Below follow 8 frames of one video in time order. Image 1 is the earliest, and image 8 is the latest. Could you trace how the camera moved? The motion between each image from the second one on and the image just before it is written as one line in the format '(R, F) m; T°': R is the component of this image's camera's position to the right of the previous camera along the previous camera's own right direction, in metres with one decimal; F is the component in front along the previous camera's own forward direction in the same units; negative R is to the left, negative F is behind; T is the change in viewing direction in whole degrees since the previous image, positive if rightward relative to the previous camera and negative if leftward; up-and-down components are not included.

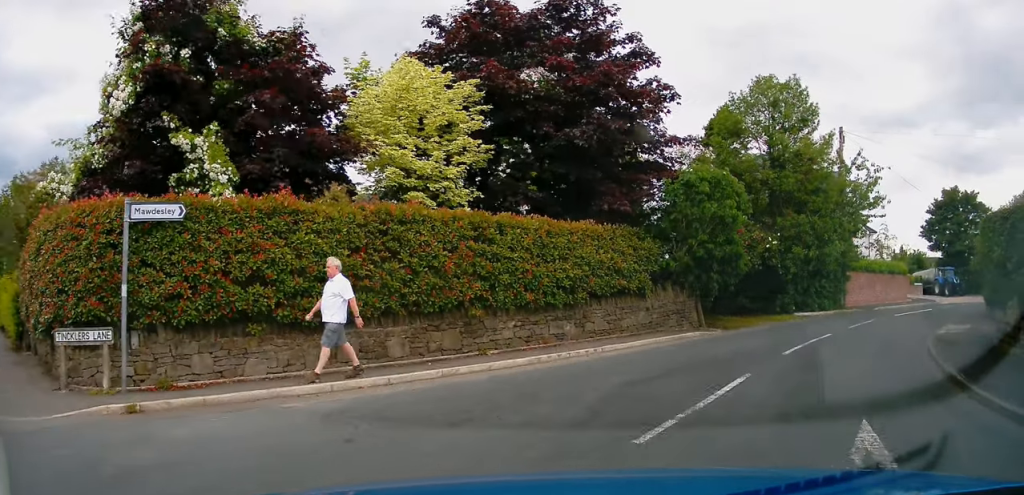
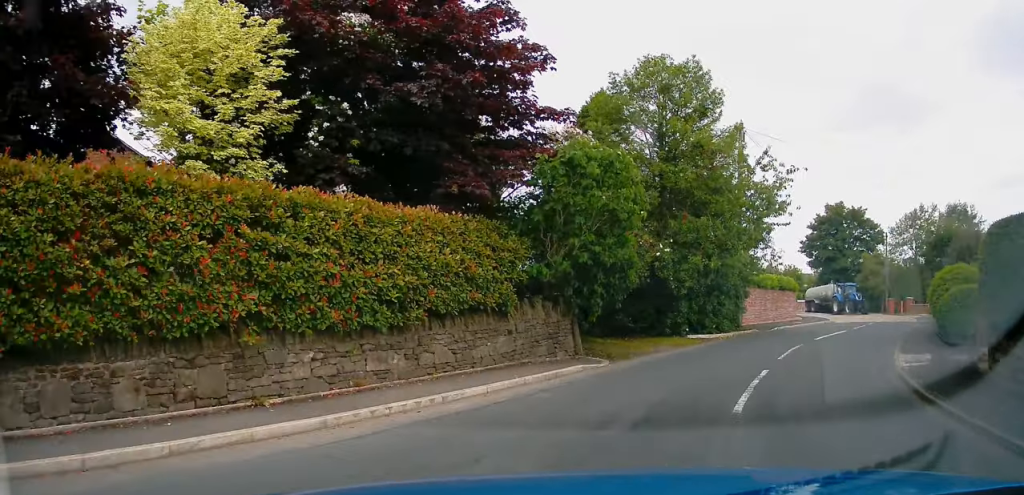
(+0.4, +3.8) m; +14°
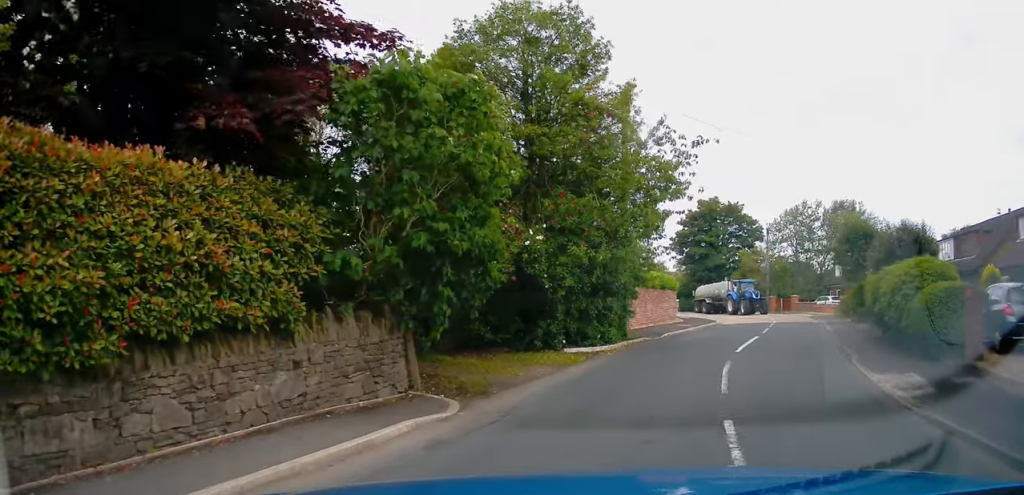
(+0.4, +4.3) m; +15°
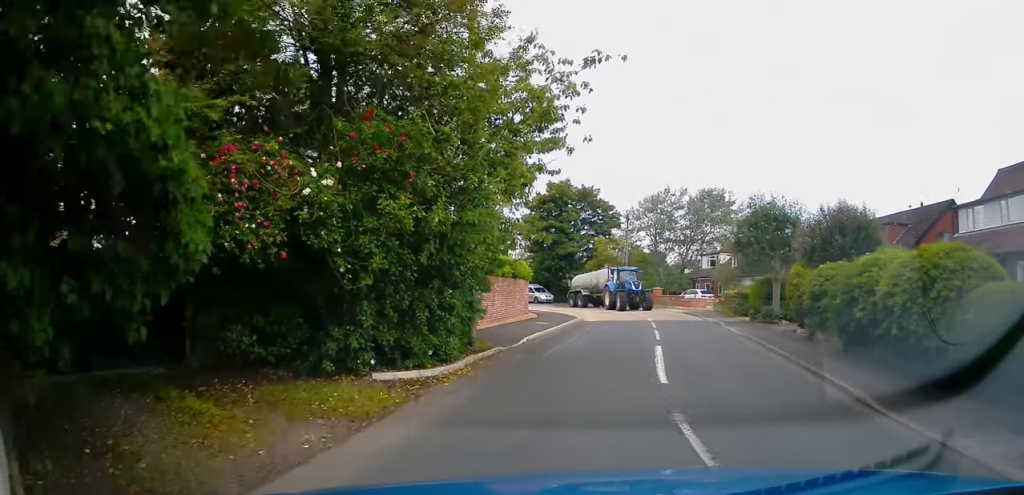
(+1.1, +5.4) m; +15°
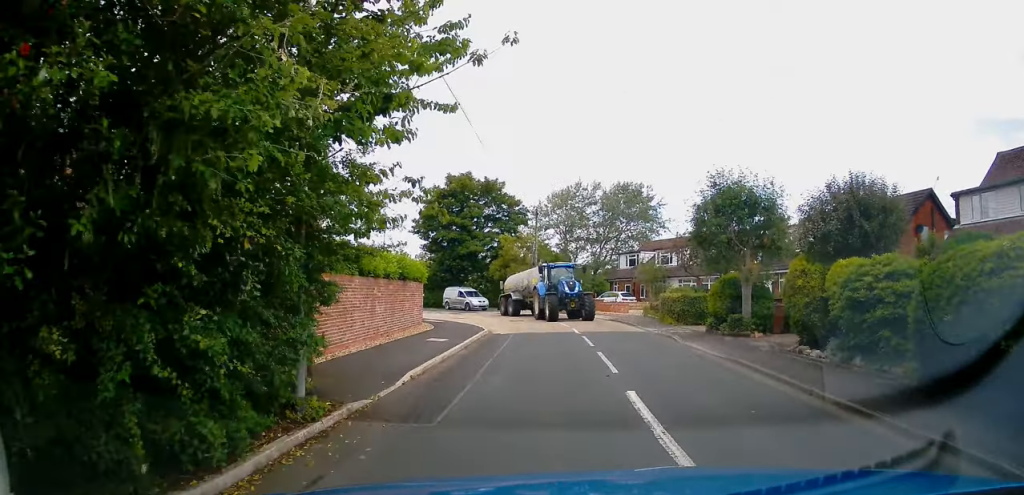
(+0.7, +5.6) m; +8°
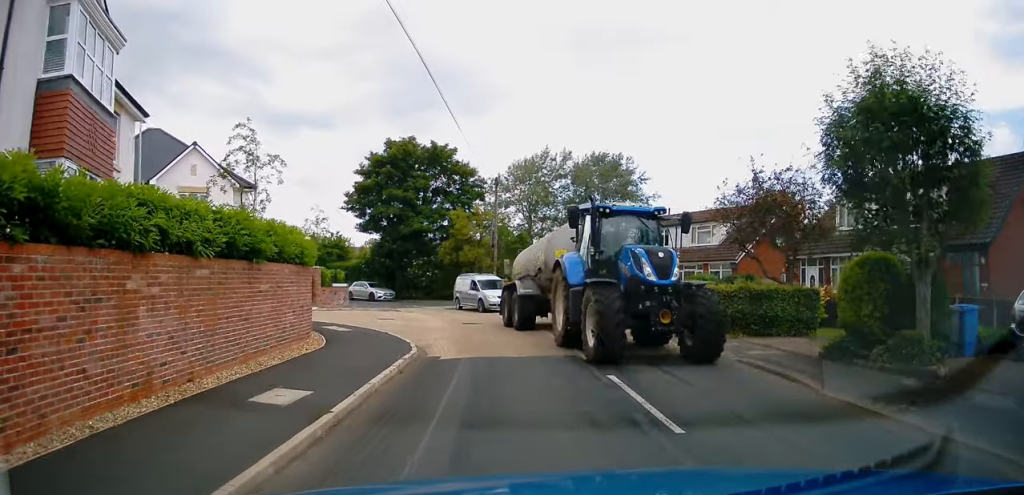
(+0.3, +10.0) m; 0°
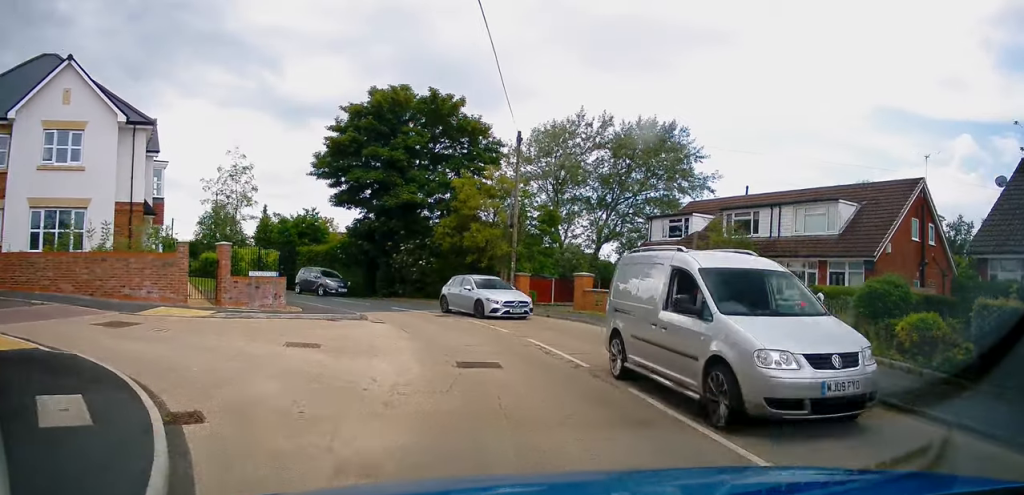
(-0.2, +11.8) m; 0°
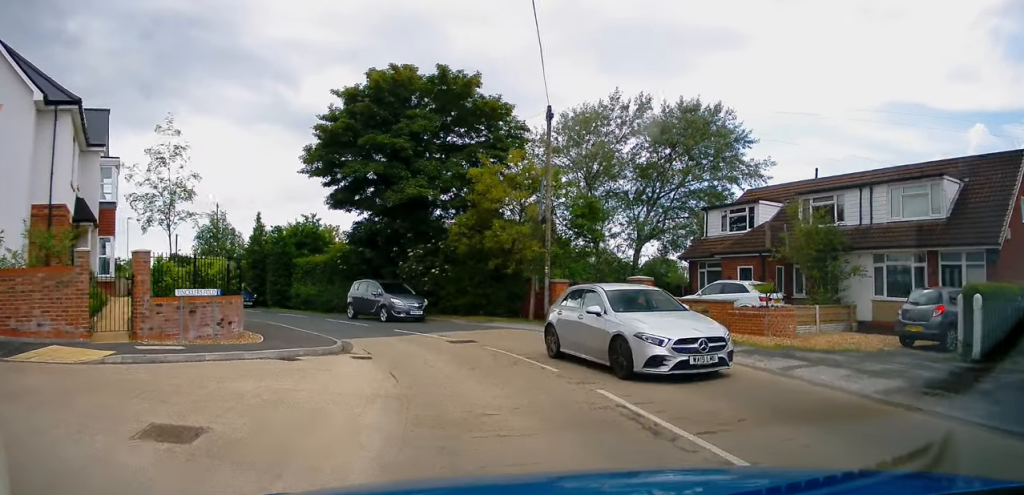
(+0.1, +5.5) m; +2°
